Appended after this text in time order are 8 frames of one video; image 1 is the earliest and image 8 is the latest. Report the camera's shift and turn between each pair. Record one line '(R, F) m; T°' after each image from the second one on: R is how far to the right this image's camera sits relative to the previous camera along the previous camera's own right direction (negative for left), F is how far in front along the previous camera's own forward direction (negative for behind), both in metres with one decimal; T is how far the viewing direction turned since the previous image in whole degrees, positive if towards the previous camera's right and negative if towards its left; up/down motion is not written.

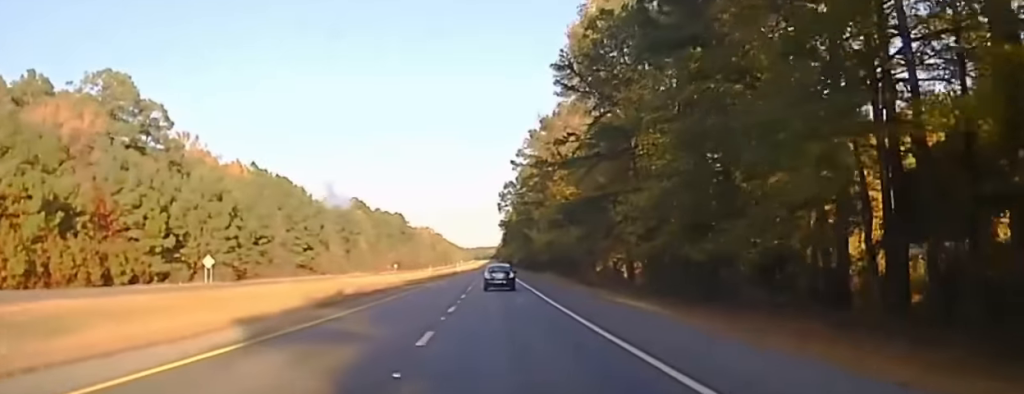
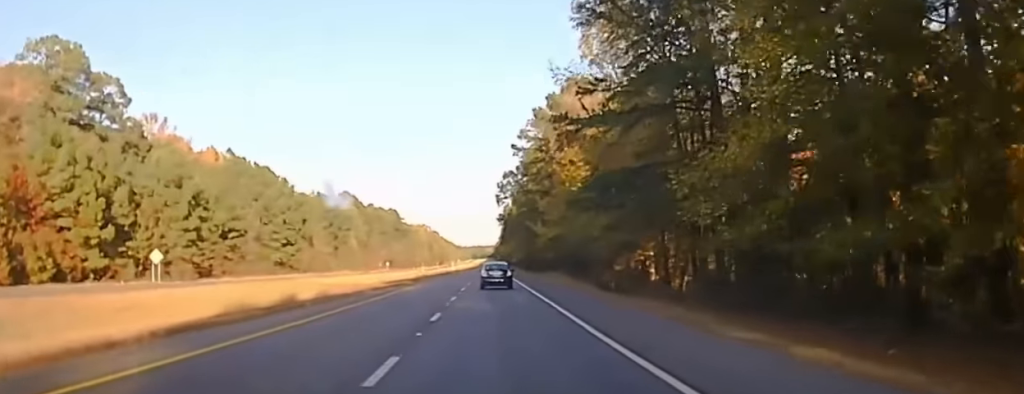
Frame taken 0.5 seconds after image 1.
(+0.1, +17.5) m; +1°
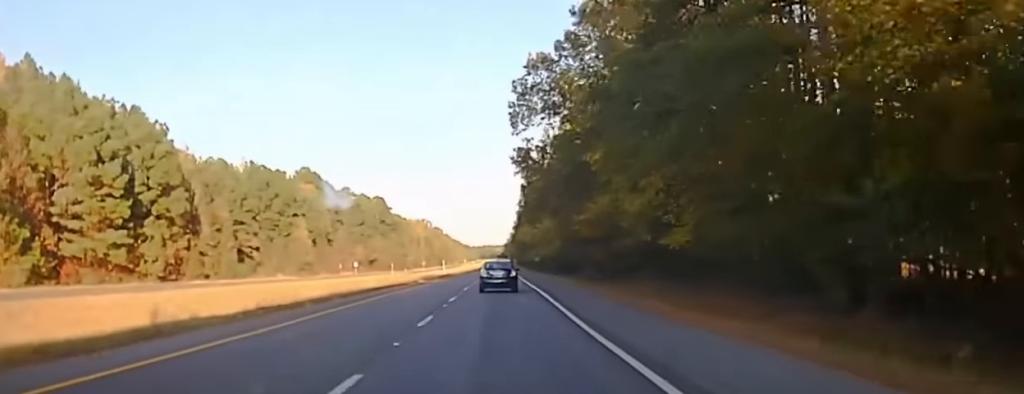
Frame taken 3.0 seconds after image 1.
(-0.2, +90.1) m; -1°
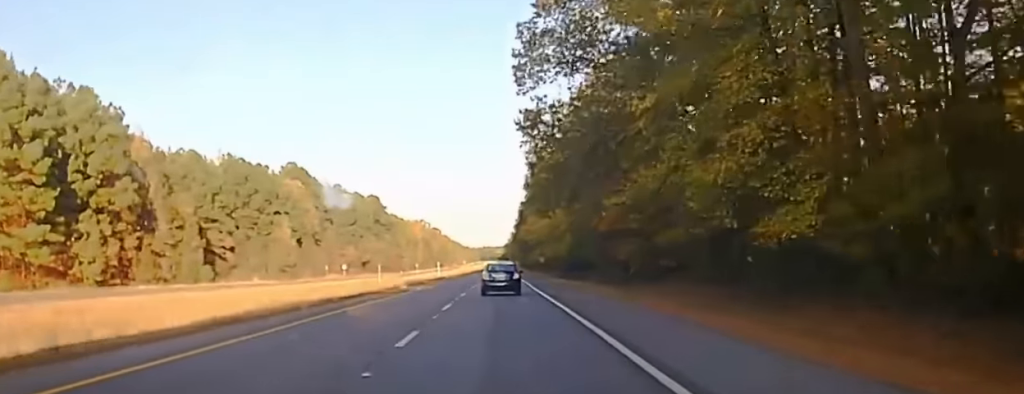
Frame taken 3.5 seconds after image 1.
(-0.2, +18.9) m; 0°
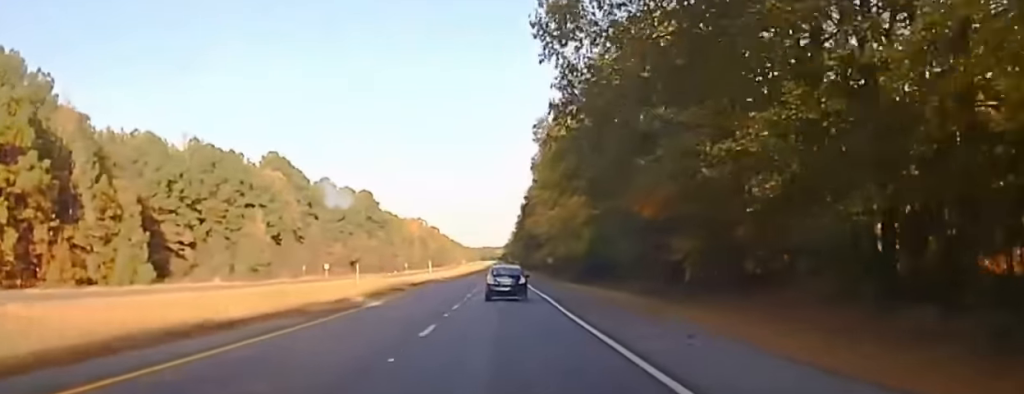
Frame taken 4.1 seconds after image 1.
(-0.1, +23.7) m; 0°
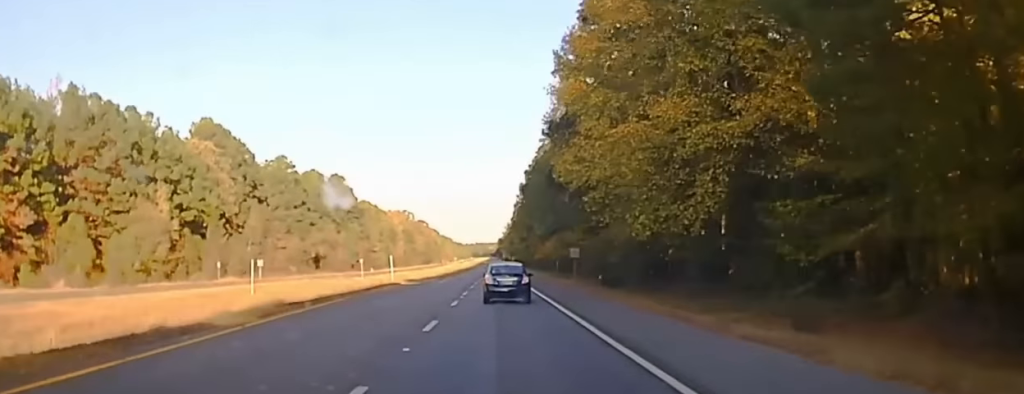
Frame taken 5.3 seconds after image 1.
(+0.5, +55.0) m; +1°
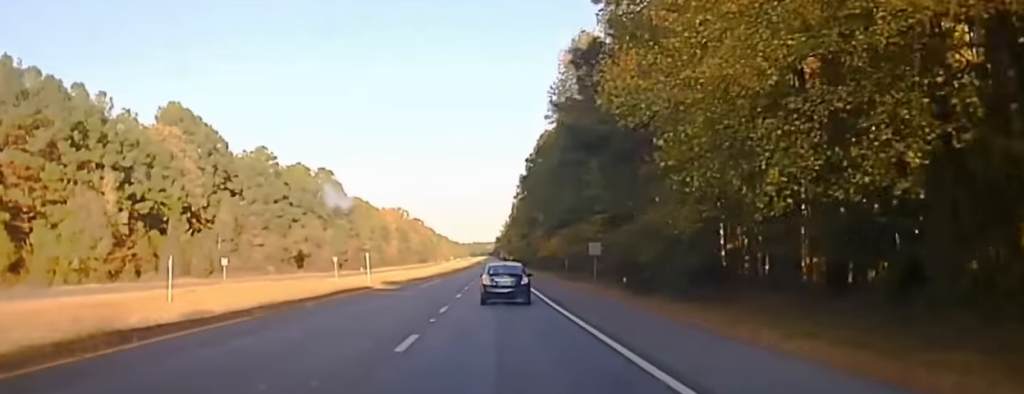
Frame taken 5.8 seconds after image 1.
(0.0, +19.3) m; 0°
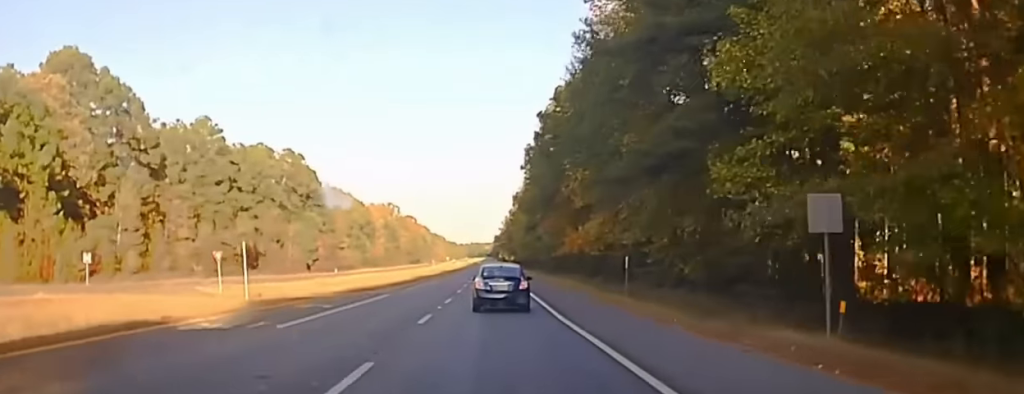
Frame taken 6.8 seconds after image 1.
(0.0, +39.4) m; 0°
